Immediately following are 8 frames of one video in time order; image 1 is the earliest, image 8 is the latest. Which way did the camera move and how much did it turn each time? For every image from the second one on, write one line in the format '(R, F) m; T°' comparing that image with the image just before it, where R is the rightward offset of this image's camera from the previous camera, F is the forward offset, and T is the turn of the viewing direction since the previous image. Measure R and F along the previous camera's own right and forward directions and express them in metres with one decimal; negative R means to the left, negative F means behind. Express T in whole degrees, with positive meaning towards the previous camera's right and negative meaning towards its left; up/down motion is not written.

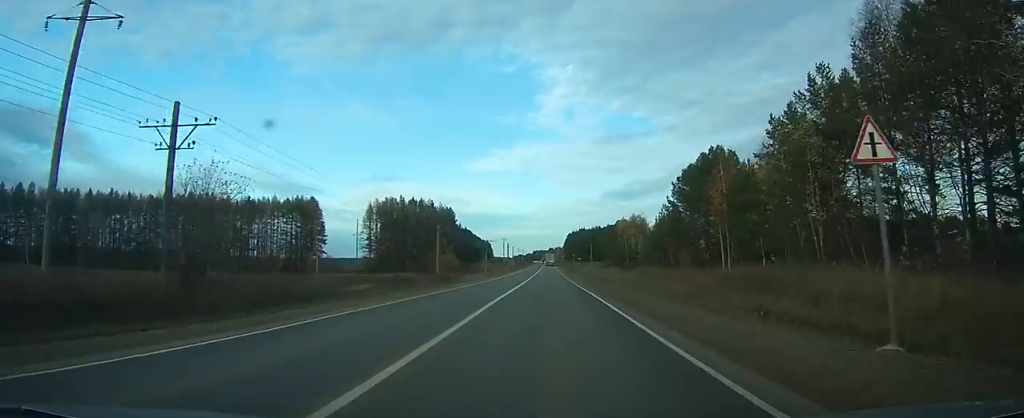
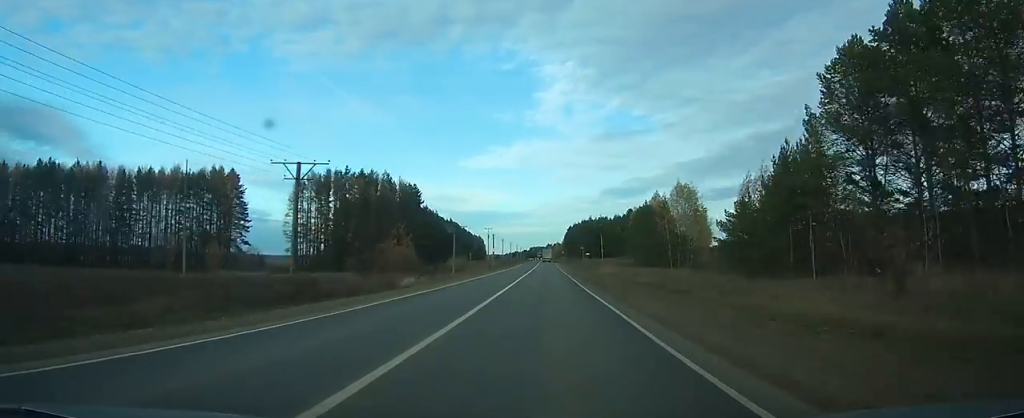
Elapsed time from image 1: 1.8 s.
(+0.1, +48.5) m; 0°
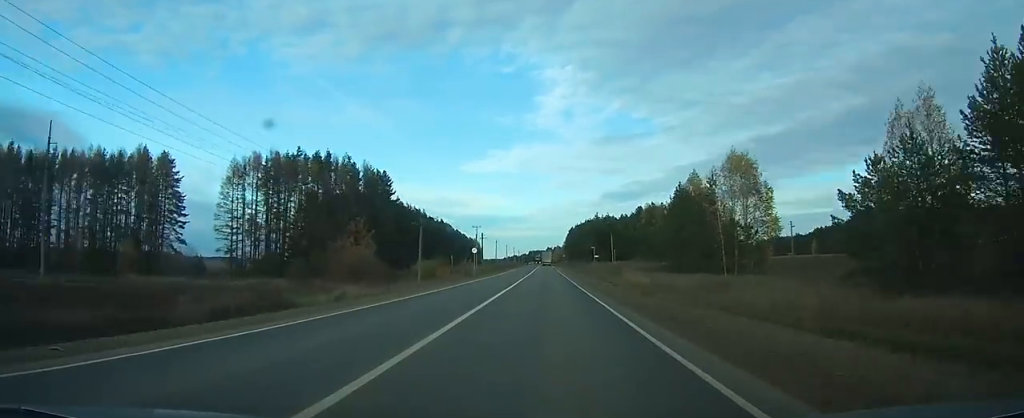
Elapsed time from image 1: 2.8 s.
(+0.1, +26.7) m; 0°
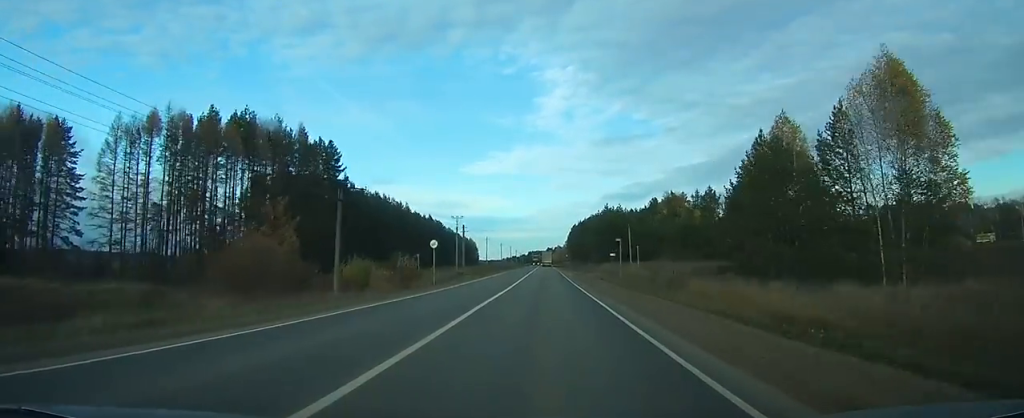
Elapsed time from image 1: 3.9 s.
(+0.1, +29.9) m; 0°
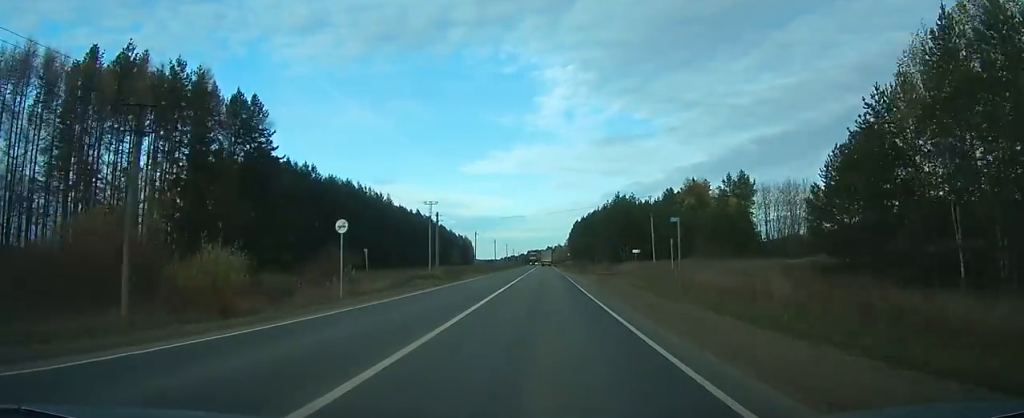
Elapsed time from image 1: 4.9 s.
(0.0, +24.4) m; 0°
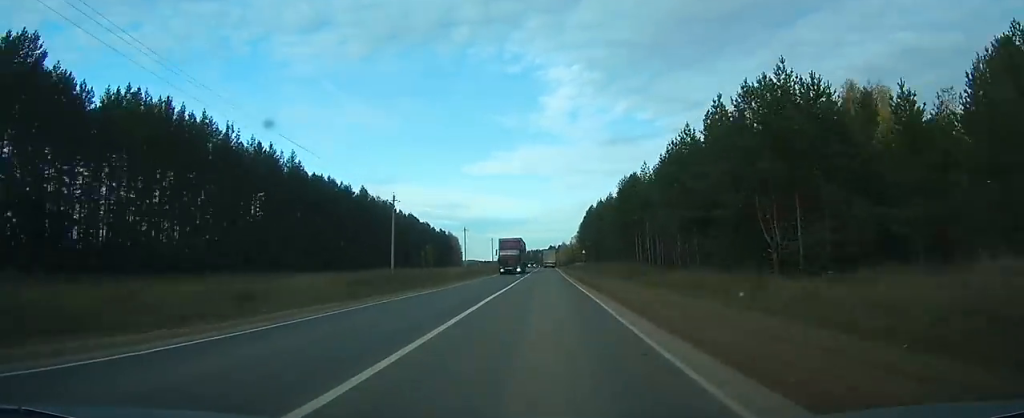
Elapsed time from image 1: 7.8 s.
(-0.1, +76.3) m; 0°
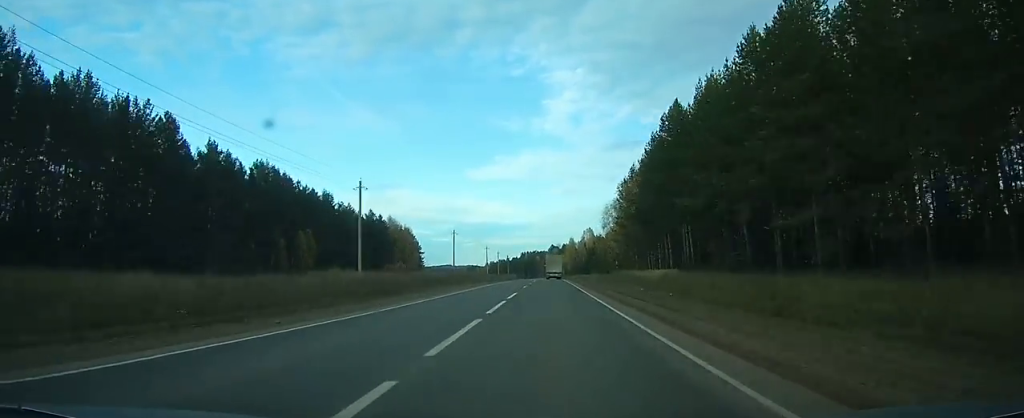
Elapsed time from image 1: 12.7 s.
(-0.2, +130.2) m; 0°
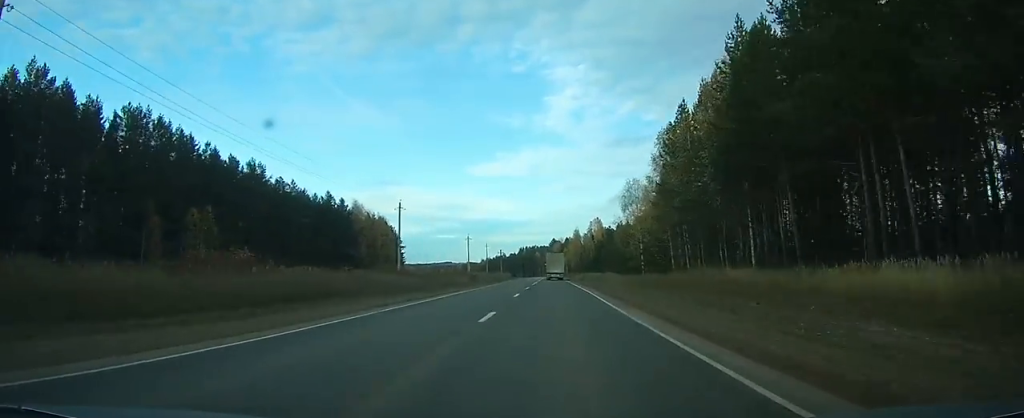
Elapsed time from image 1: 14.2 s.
(0.0, +37.0) m; 0°
